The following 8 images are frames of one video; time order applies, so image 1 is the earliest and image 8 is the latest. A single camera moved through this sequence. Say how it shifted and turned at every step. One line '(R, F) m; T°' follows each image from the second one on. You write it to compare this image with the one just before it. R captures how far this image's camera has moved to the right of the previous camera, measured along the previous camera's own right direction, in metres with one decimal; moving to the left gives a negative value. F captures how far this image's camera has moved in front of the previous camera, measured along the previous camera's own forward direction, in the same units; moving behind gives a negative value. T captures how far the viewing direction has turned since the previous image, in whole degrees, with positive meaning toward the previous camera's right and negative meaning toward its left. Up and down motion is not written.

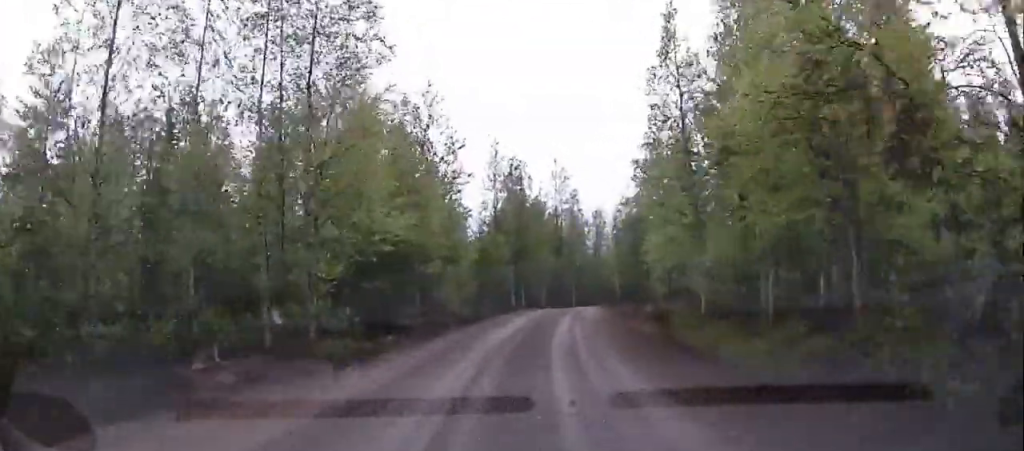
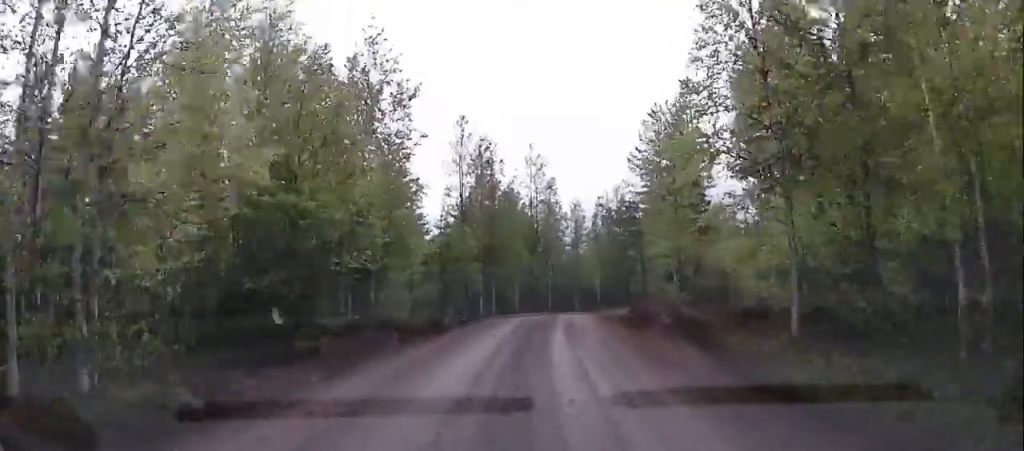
(0.0, +7.9) m; +1°
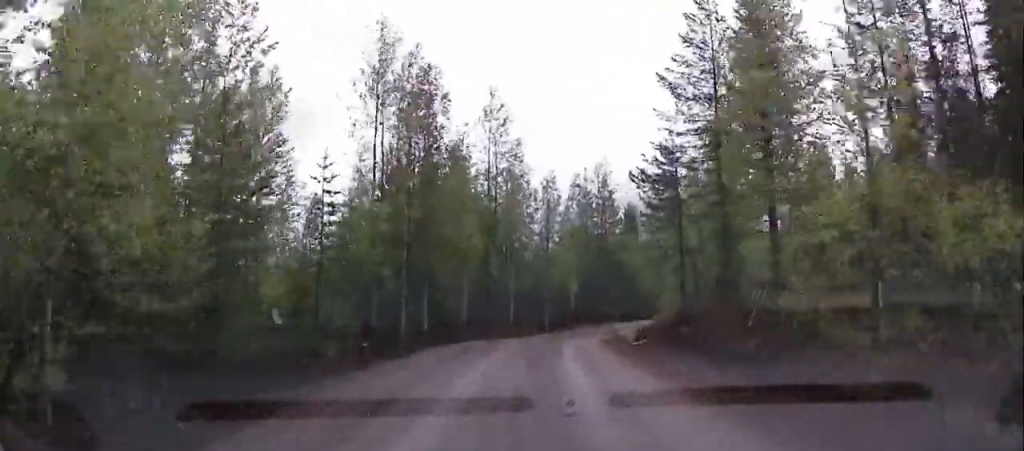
(+1.1, +16.9) m; +10°
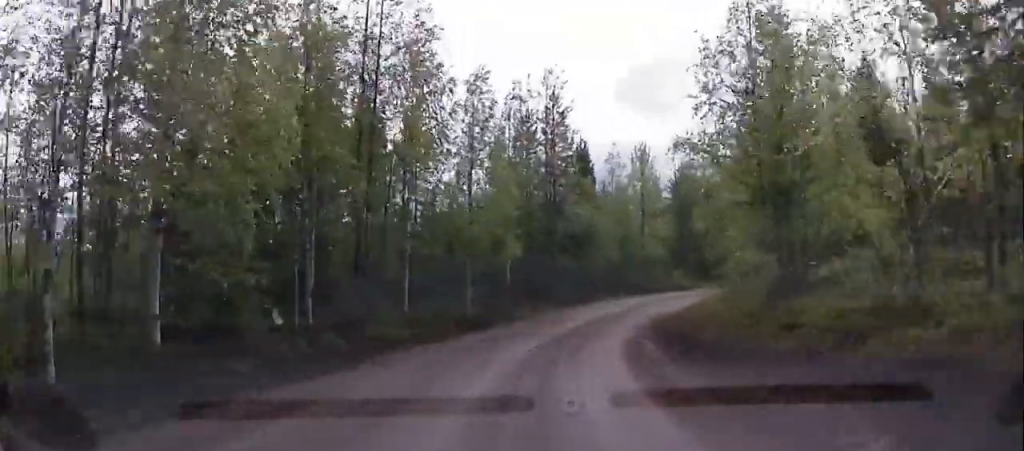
(+1.8, +19.0) m; +10°
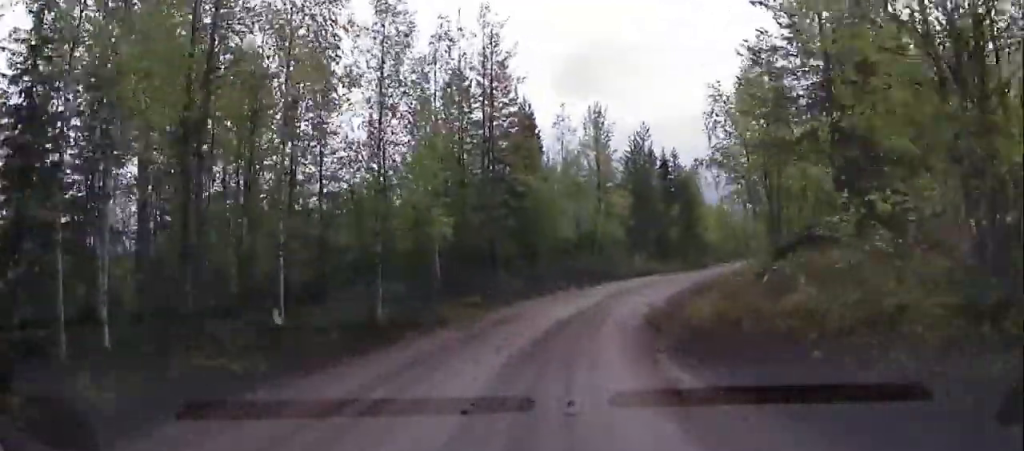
(+0.4, +8.4) m; +3°
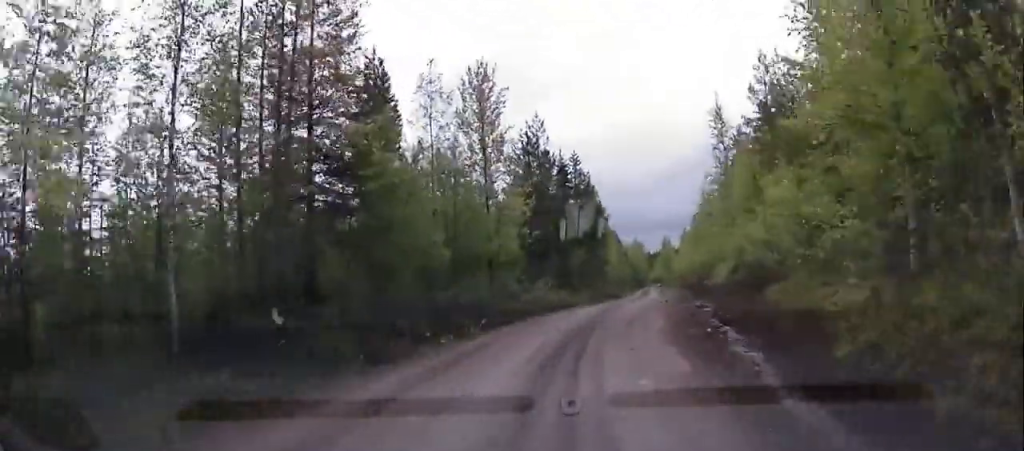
(+0.3, +14.8) m; +10°
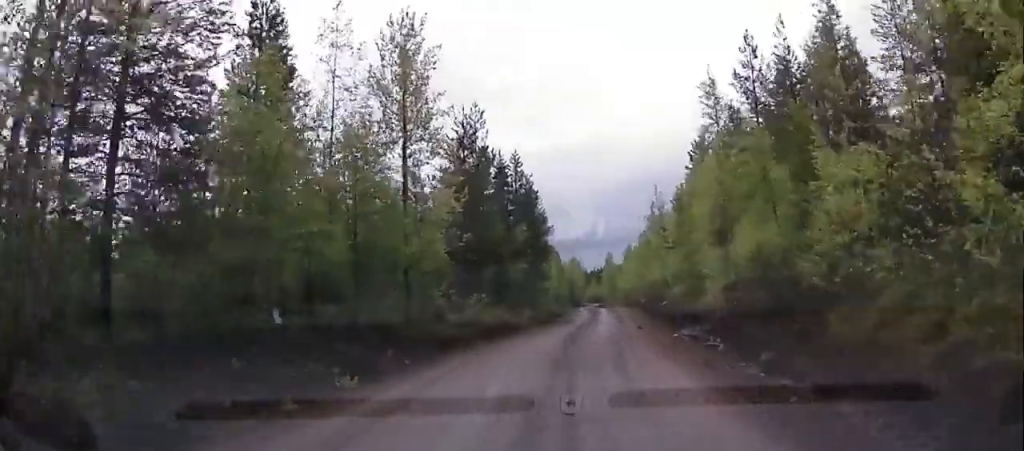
(+1.1, +7.9) m; +5°
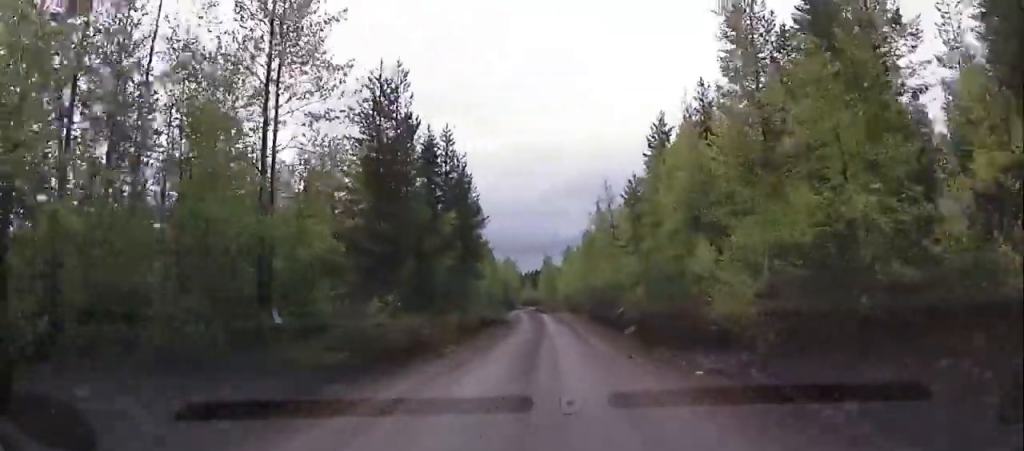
(+0.6, +8.6) m; +4°
